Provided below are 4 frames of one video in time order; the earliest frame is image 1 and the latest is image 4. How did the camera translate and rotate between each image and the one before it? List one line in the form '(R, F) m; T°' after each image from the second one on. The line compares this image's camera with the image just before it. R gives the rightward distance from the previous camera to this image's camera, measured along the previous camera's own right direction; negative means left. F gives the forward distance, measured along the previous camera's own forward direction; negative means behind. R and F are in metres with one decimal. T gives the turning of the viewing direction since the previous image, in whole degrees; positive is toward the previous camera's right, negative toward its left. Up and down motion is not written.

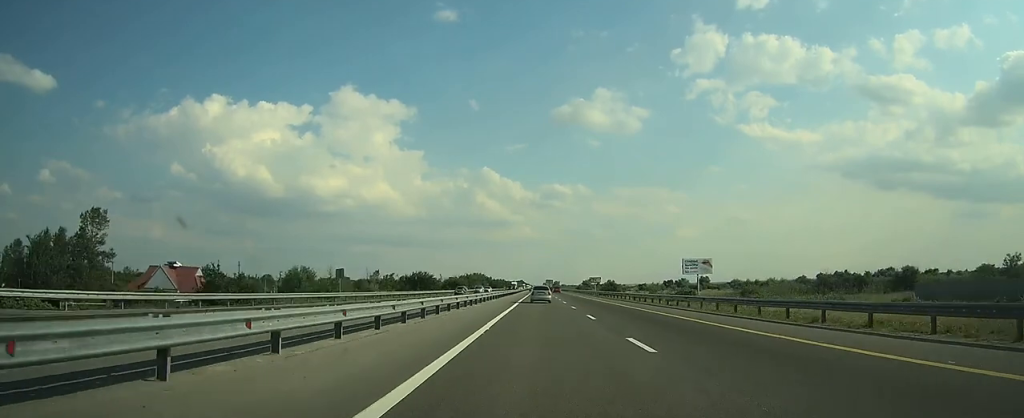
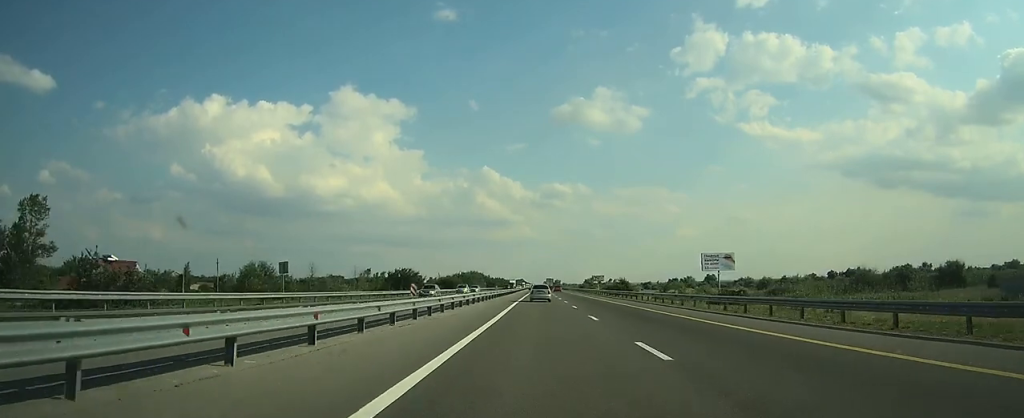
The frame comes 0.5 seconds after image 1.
(0.0, +13.3) m; 0°
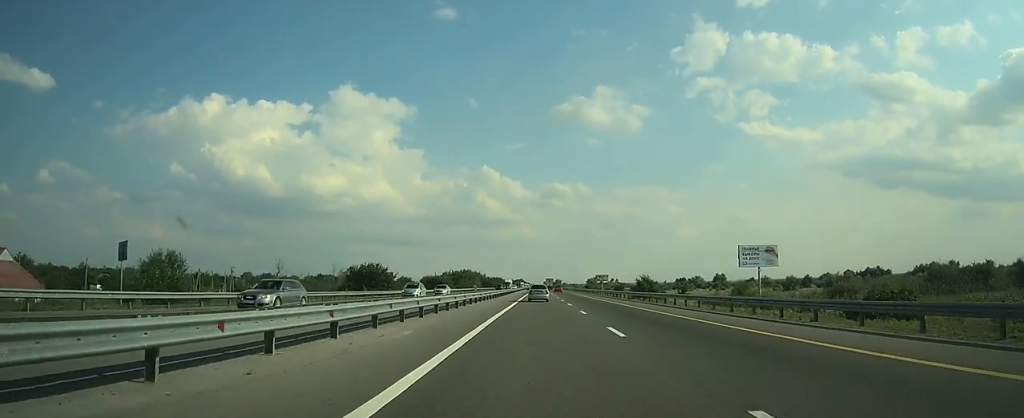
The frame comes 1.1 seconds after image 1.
(0.0, +19.0) m; 0°
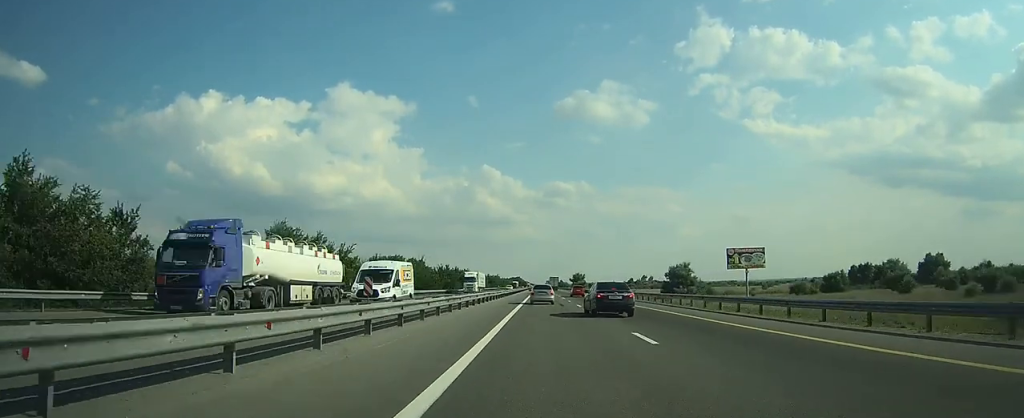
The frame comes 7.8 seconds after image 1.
(-0.1, +194.0) m; 0°
